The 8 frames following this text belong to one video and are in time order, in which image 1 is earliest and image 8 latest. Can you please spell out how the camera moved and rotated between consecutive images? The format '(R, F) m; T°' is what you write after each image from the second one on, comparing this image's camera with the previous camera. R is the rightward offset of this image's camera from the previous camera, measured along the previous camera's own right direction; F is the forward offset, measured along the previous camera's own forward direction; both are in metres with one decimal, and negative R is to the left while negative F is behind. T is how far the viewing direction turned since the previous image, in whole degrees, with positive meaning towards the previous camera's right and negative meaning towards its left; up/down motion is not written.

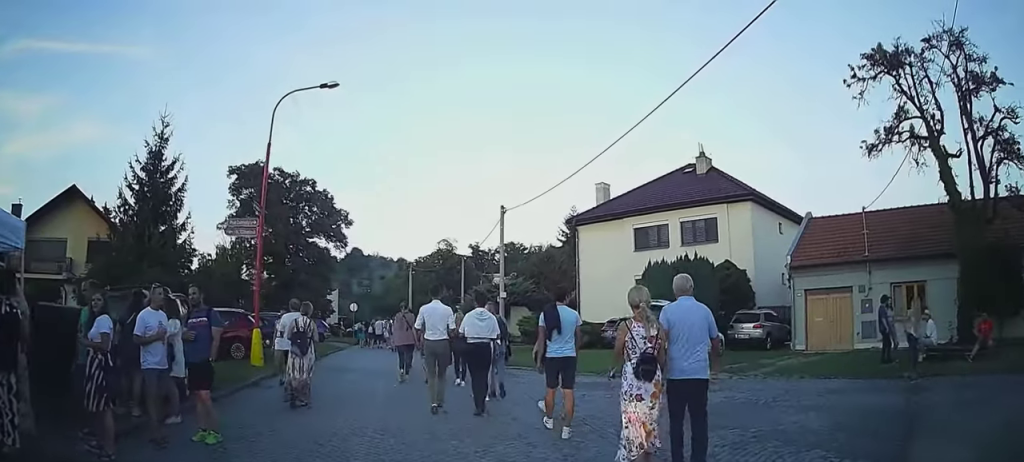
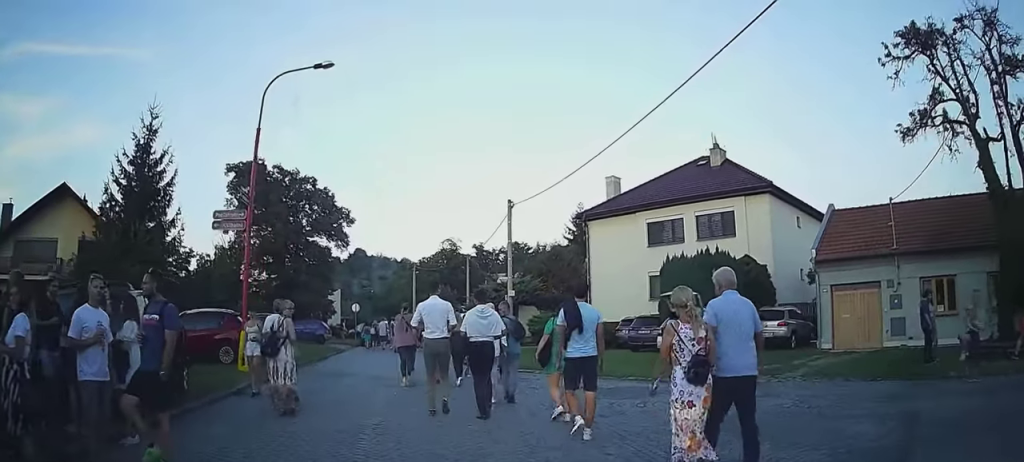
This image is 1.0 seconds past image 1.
(-0.1, +1.3) m; -2°
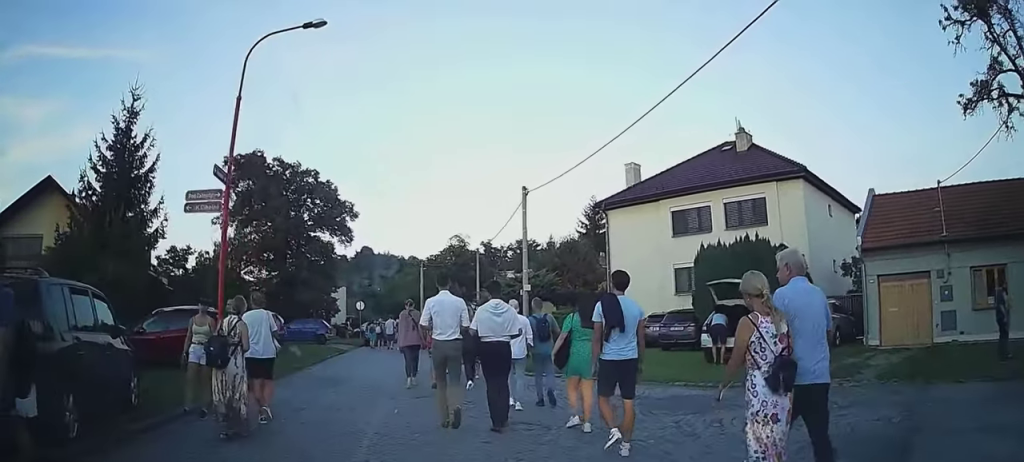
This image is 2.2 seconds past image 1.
(-0.1, +2.1) m; -2°
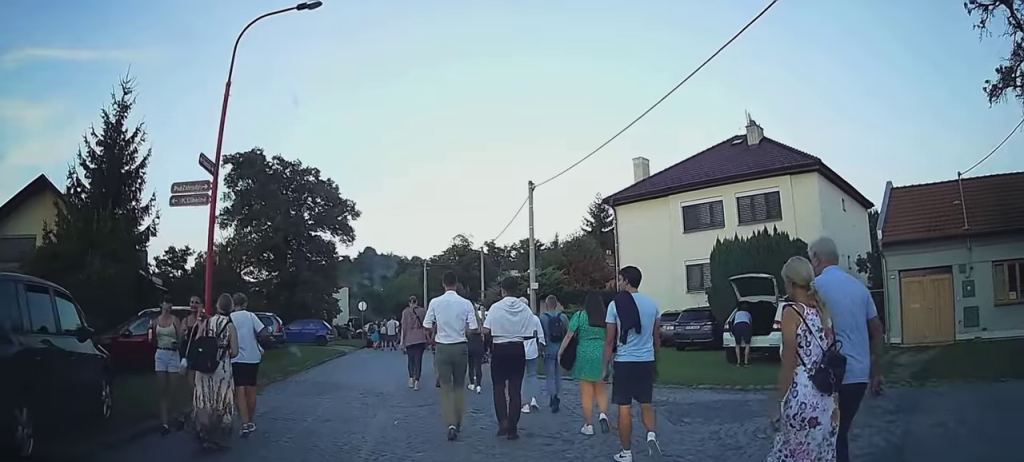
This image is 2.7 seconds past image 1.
(0.0, +1.1) m; 0°
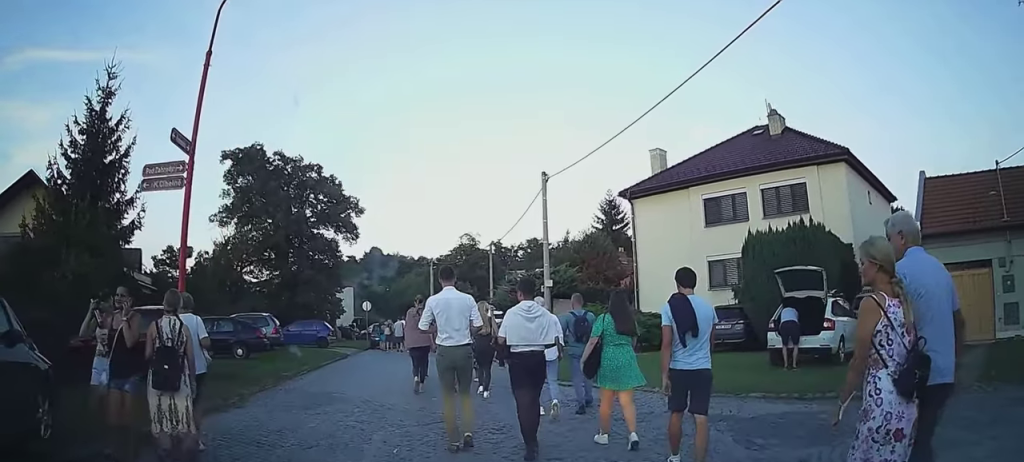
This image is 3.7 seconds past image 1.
(0.0, +2.3) m; 0°
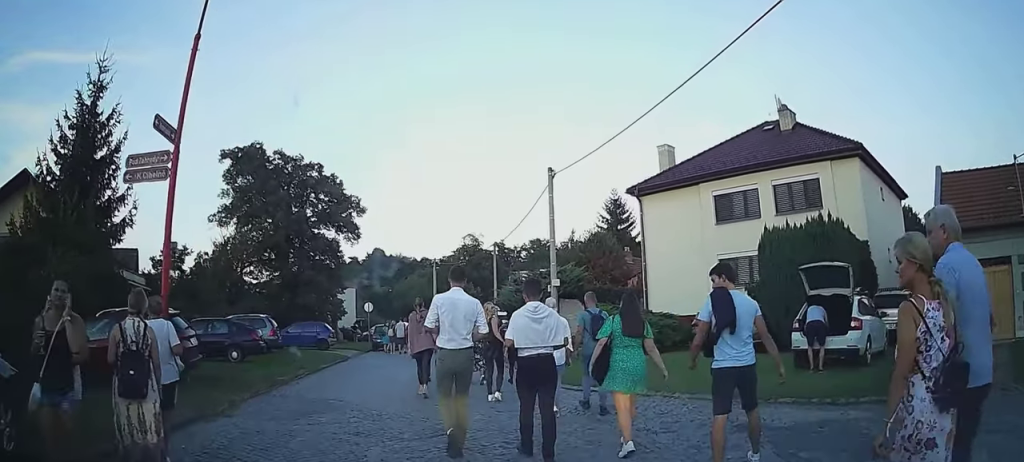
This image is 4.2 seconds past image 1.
(0.0, +1.3) m; 0°
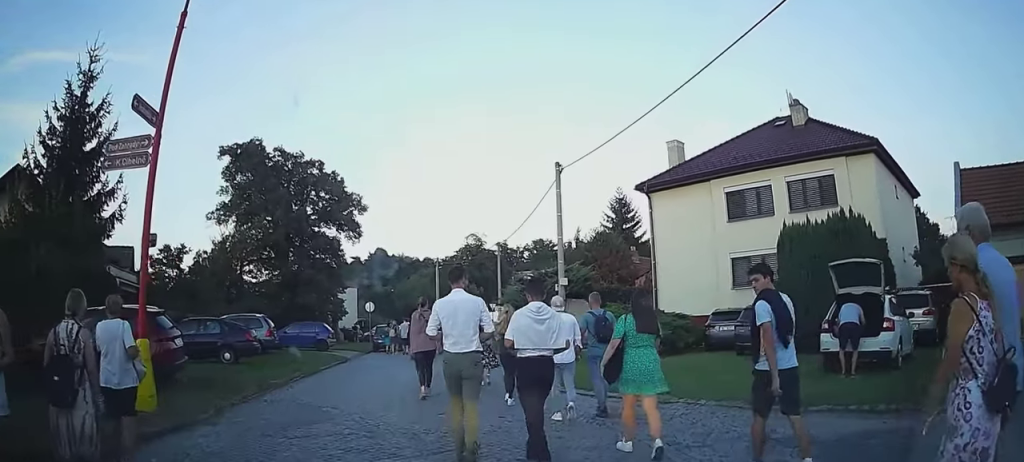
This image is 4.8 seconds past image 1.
(0.0, +1.4) m; 0°
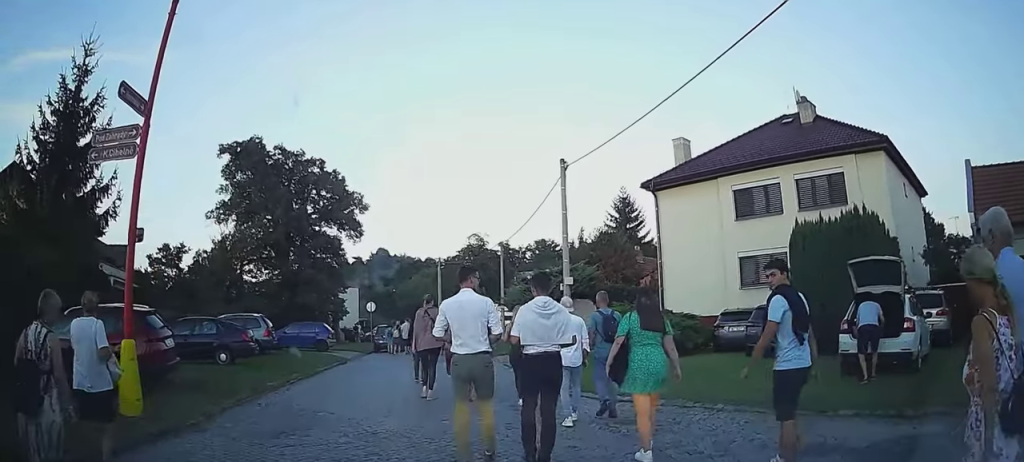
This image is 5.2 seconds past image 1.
(0.0, +0.8) m; 0°
